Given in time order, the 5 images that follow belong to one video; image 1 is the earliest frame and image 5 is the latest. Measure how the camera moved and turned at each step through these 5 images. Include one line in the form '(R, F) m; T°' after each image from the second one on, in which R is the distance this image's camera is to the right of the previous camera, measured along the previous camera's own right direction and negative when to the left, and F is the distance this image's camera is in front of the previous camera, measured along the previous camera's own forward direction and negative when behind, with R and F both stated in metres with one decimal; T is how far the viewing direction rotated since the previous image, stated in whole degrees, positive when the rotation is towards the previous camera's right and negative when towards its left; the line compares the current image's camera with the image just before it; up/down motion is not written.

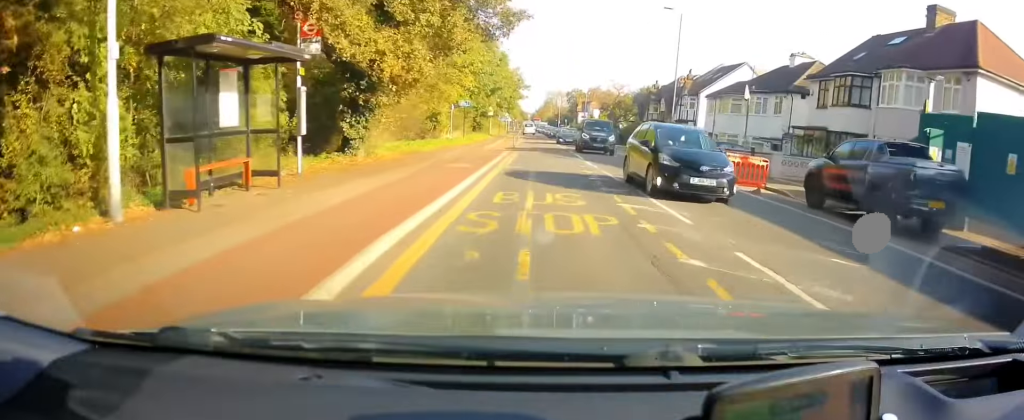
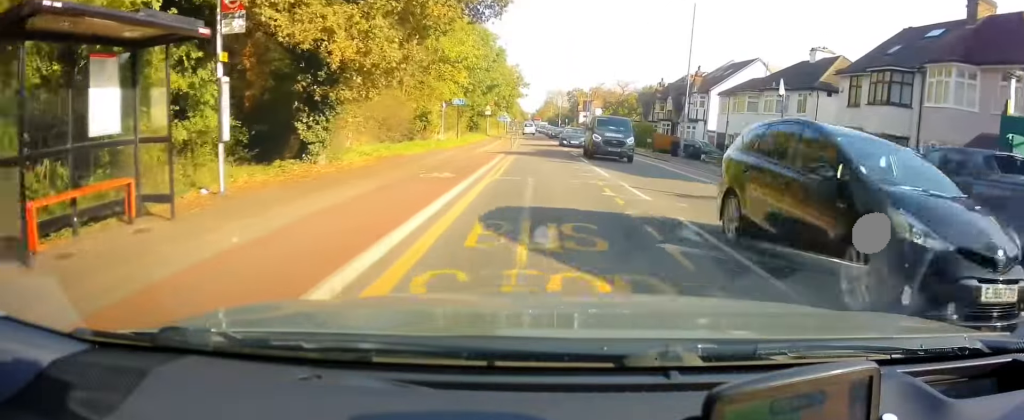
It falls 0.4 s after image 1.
(+0.1, +3.3) m; +1°
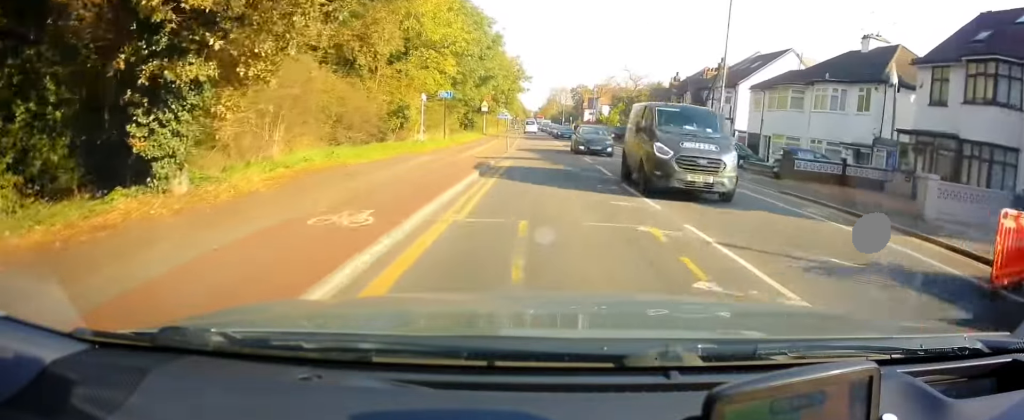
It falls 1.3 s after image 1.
(+0.1, +6.5) m; +1°
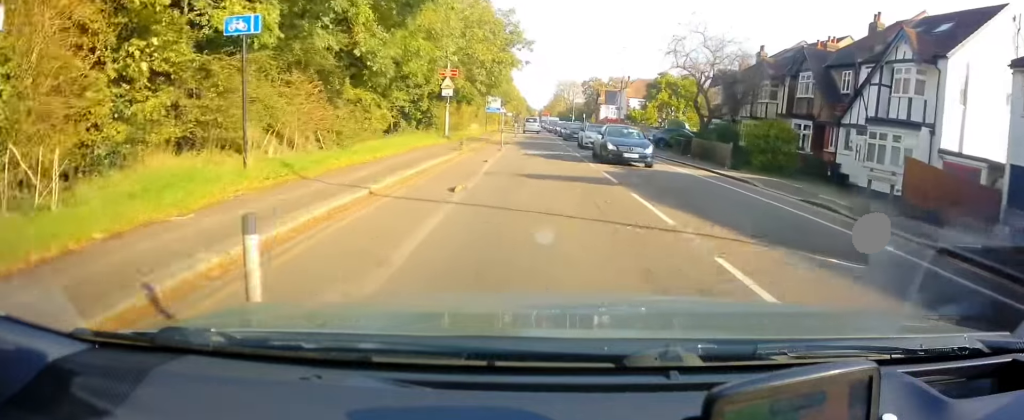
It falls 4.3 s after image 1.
(-0.6, +24.9) m; -2°
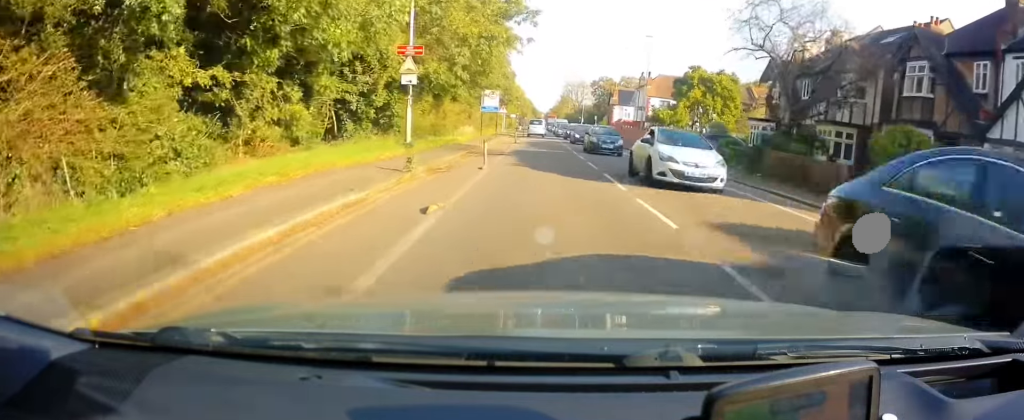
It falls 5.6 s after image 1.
(0.0, +10.5) m; 0°
